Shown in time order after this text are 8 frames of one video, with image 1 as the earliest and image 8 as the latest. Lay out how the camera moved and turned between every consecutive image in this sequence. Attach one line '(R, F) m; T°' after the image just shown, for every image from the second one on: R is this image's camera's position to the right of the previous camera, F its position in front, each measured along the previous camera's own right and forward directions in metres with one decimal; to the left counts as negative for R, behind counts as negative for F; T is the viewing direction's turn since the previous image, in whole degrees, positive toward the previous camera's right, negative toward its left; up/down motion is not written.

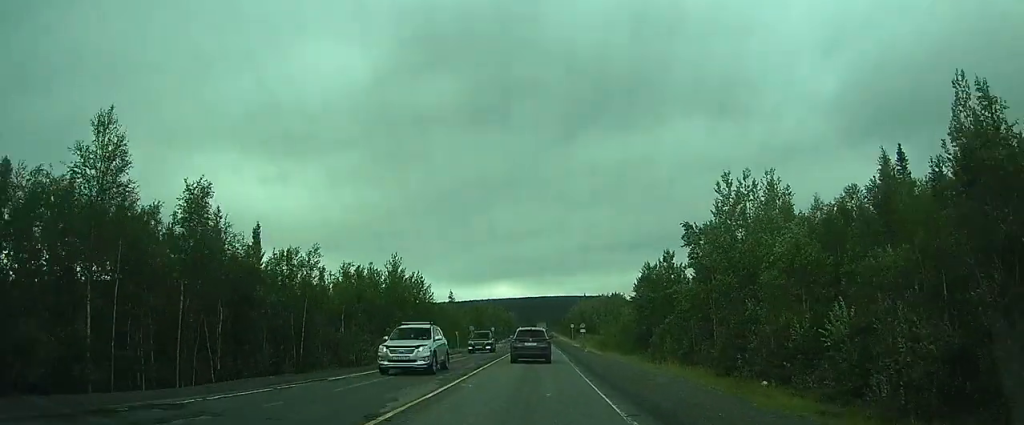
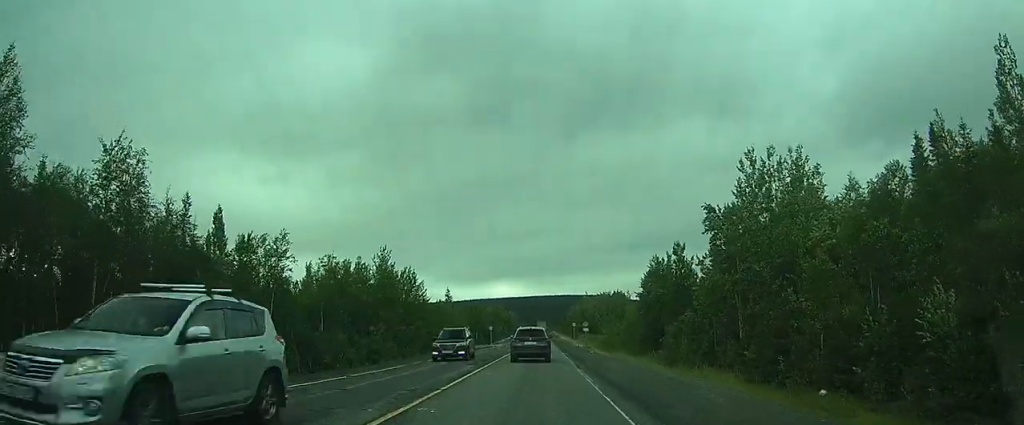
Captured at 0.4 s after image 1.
(0.0, +5.8) m; 0°
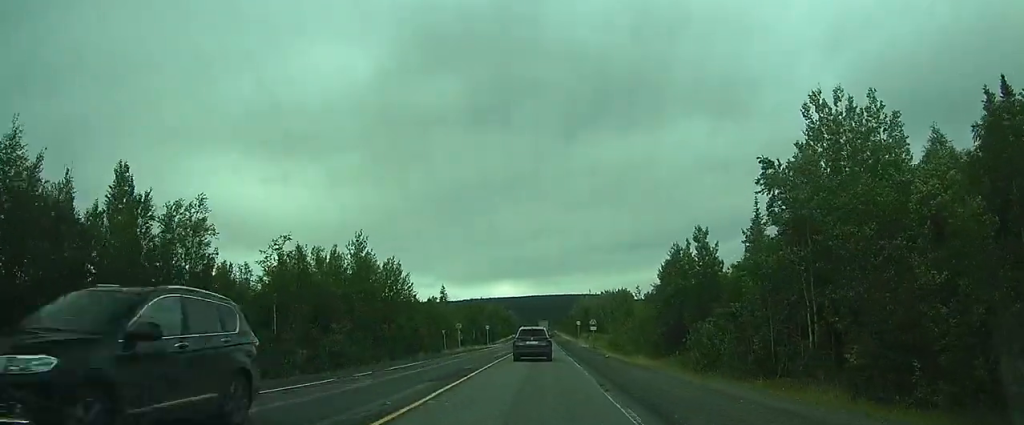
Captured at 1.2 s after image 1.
(0.0, +9.9) m; 0°
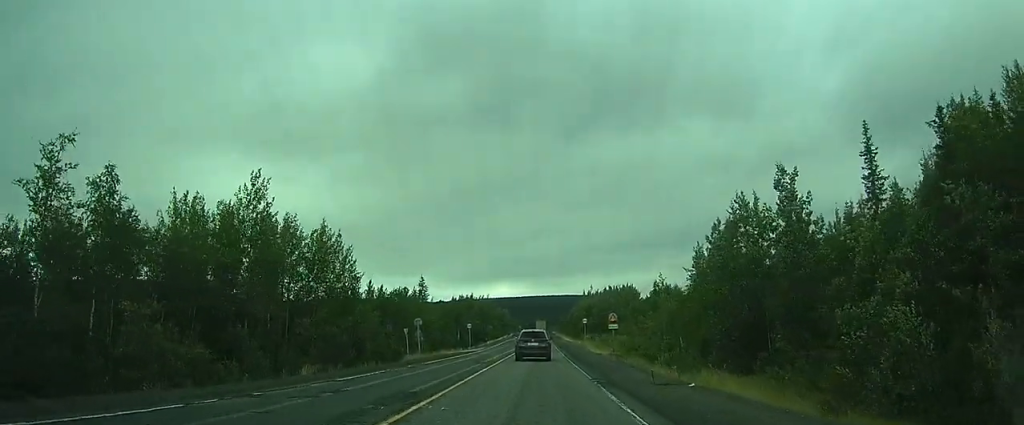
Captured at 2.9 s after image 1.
(+0.2, +21.4) m; +1°
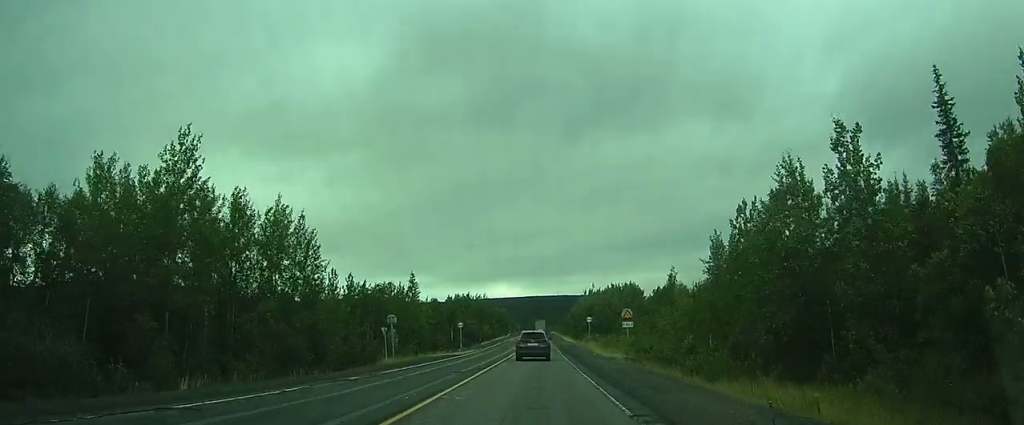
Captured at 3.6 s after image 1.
(0.0, +8.0) m; 0°
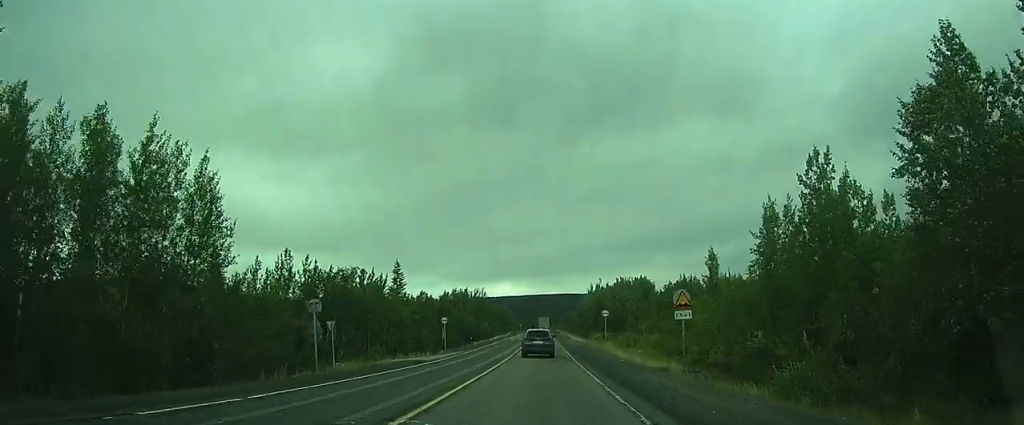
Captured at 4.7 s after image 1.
(0.0, +13.6) m; 0°
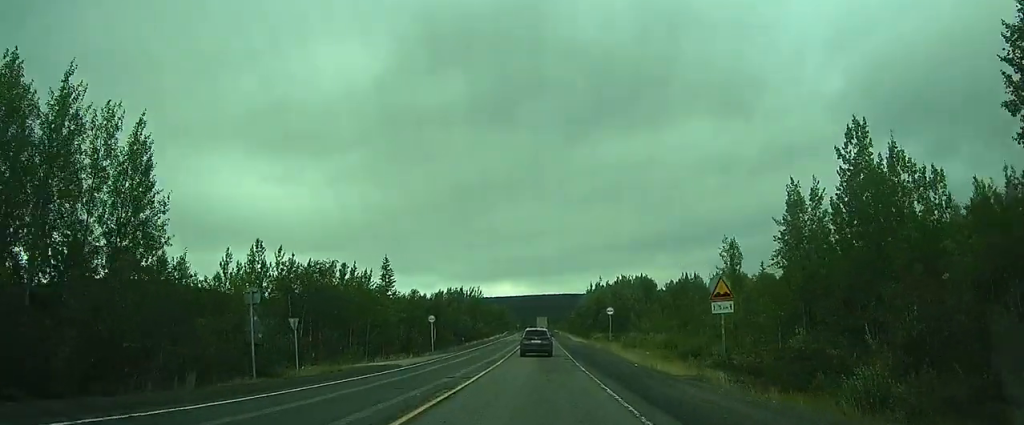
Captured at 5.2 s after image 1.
(0.0, +5.3) m; 0°
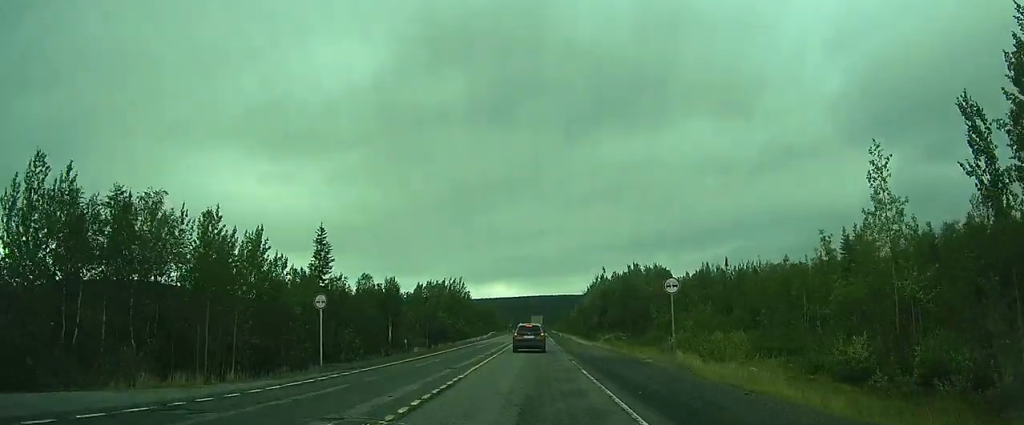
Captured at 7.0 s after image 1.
(+0.2, +22.9) m; +1°
